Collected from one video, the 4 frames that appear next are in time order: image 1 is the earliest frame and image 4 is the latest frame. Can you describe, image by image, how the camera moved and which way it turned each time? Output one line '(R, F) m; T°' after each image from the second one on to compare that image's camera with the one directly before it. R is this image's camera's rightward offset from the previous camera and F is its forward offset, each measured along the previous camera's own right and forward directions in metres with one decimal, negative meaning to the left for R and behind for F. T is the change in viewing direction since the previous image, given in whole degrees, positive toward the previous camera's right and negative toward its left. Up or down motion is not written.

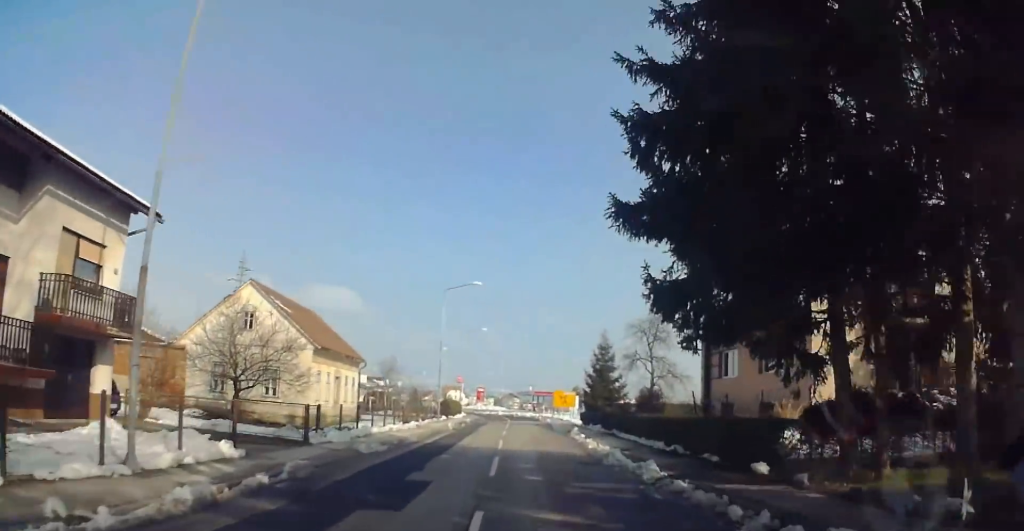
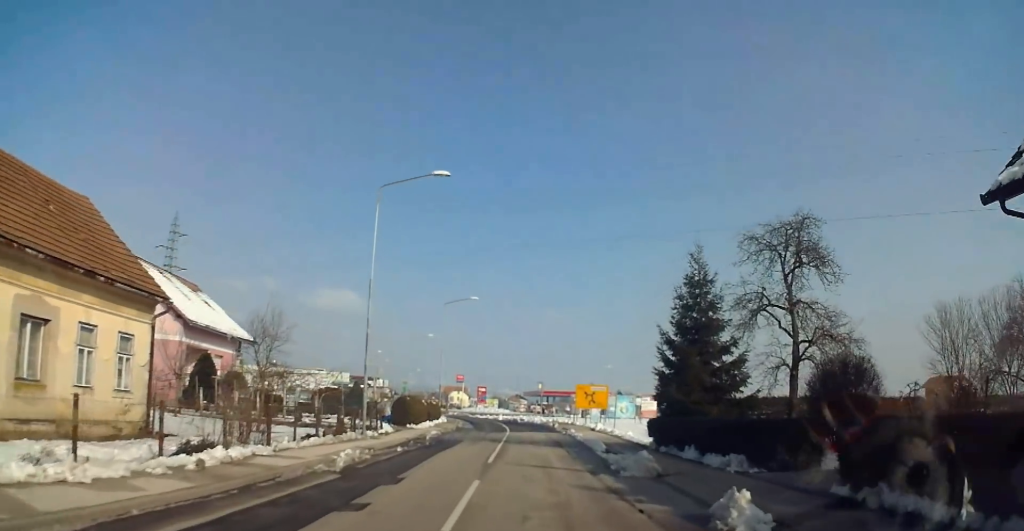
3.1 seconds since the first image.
(+0.1, +24.2) m; +1°
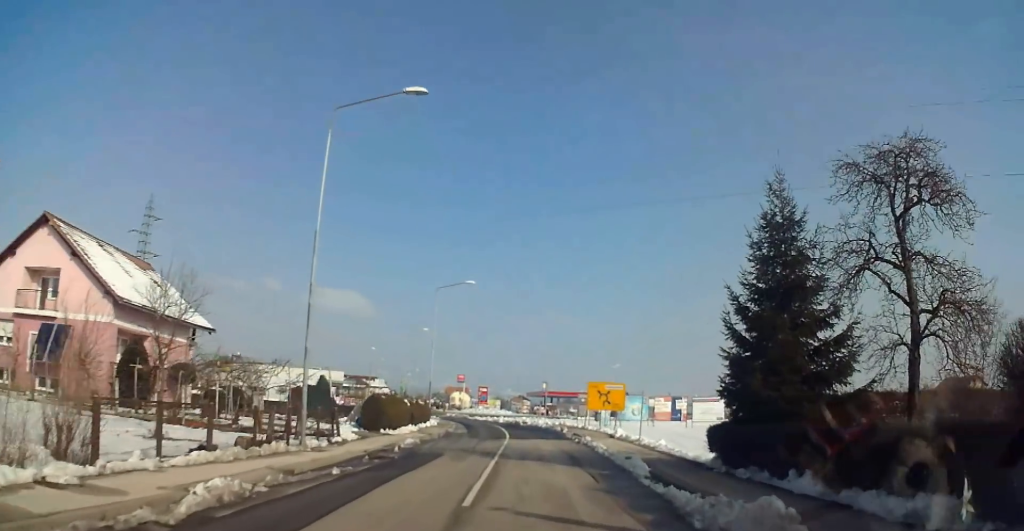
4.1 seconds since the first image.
(+0.4, +7.3) m; +2°
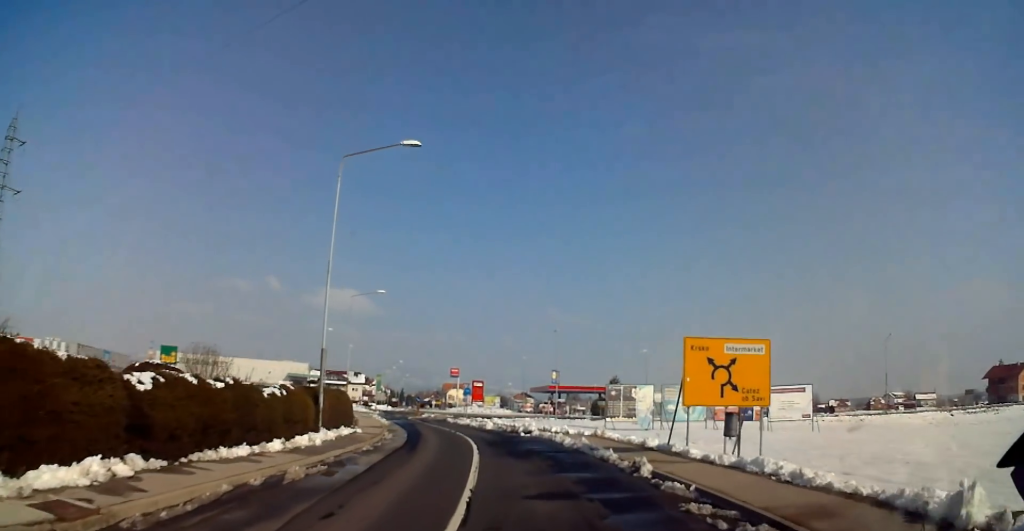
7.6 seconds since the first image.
(-1.1, +26.6) m; -4°
